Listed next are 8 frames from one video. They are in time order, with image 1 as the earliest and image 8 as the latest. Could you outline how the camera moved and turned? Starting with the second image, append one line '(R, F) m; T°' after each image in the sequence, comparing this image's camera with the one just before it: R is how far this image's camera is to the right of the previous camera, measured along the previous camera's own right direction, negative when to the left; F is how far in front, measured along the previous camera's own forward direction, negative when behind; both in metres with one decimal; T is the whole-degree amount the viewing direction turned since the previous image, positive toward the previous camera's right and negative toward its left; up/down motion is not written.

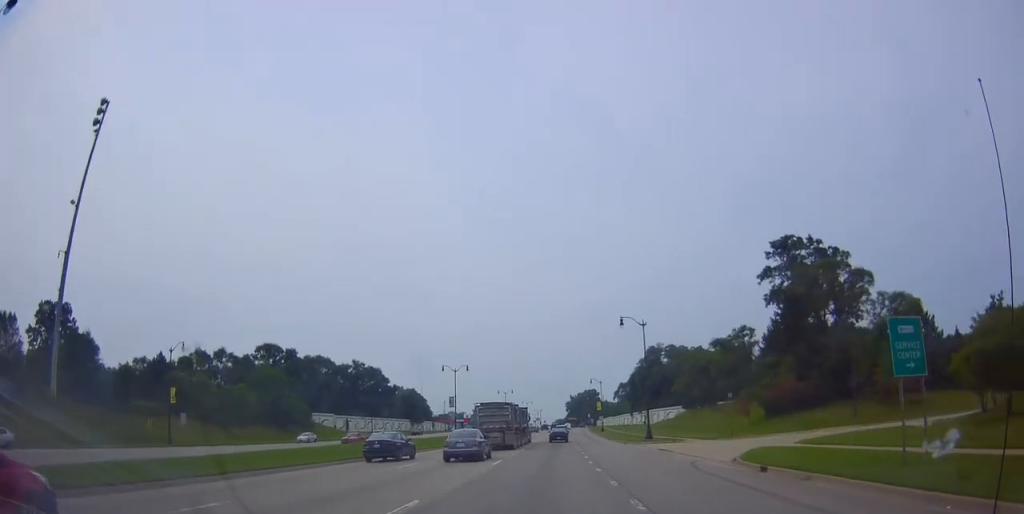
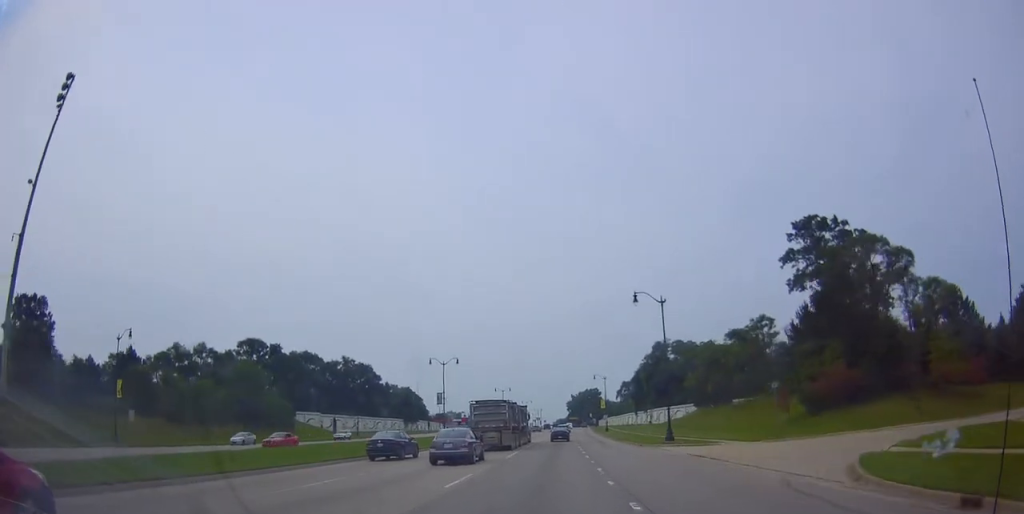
(-0.2, +9.2) m; 0°
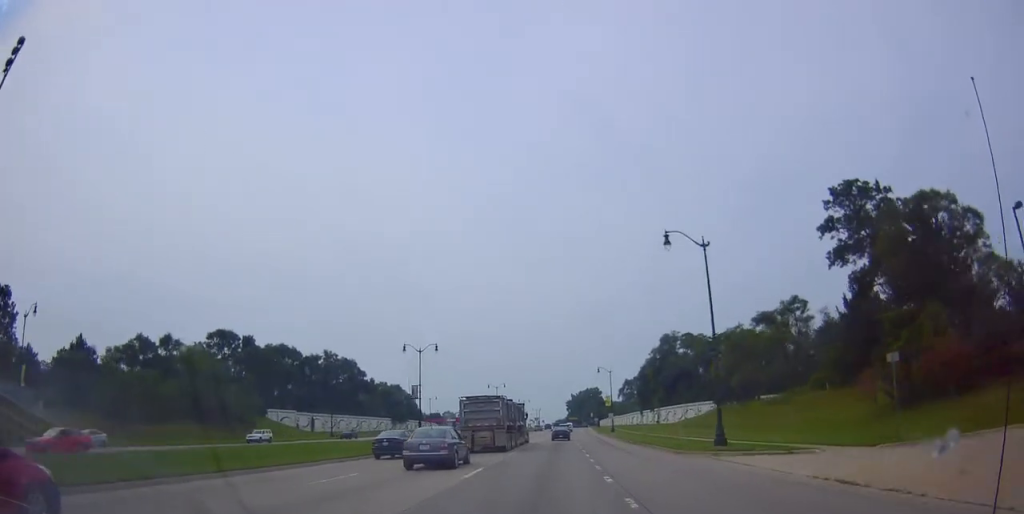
(-0.5, +13.1) m; 0°
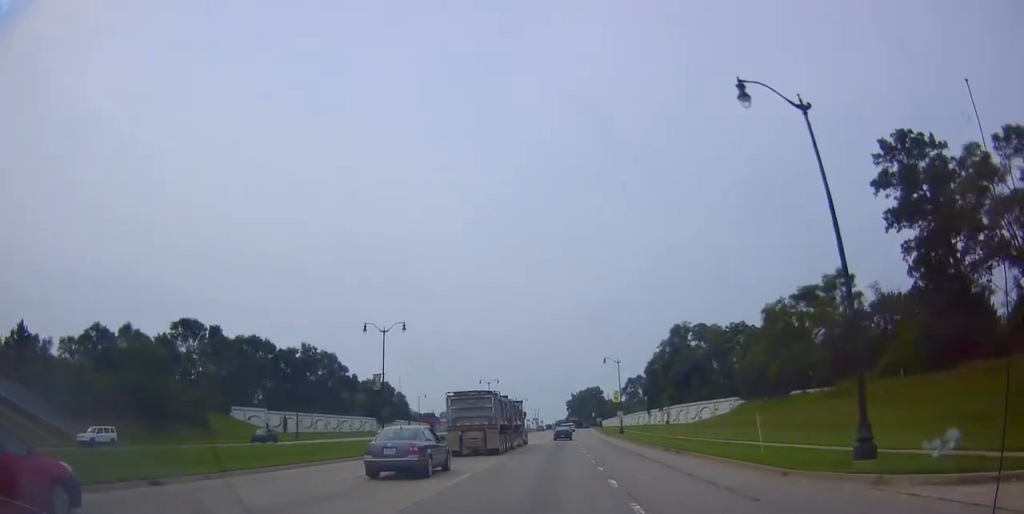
(+0.6, +14.0) m; +1°
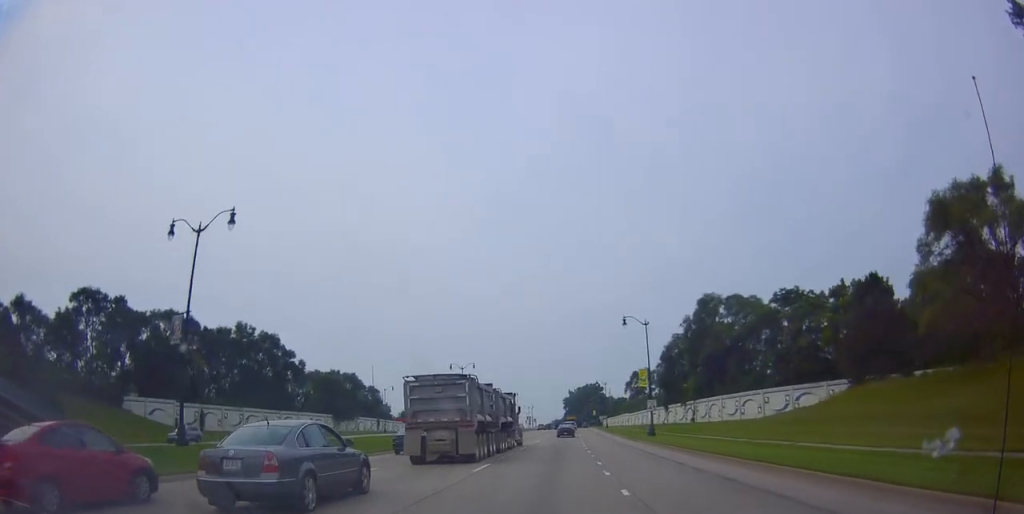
(0.0, +30.2) m; +1°
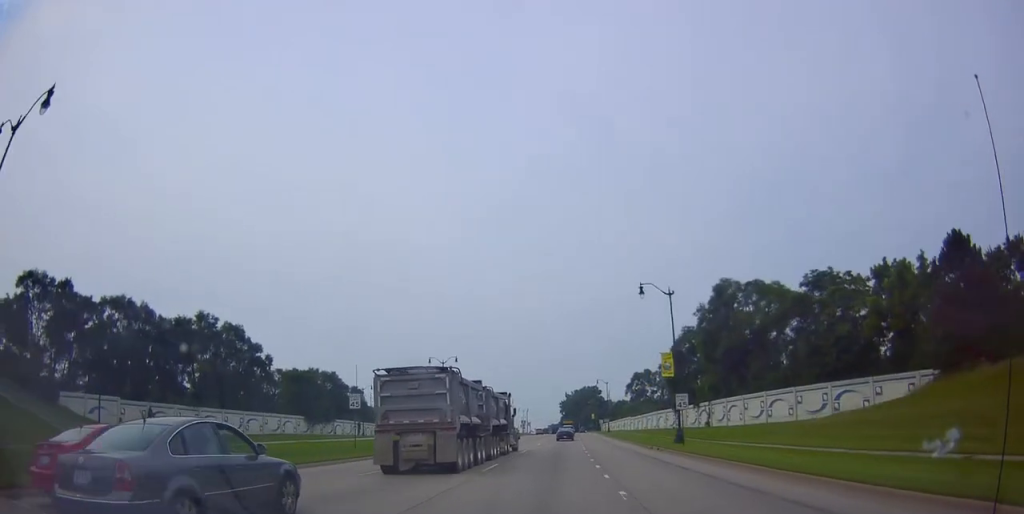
(+0.2, +13.3) m; +1°
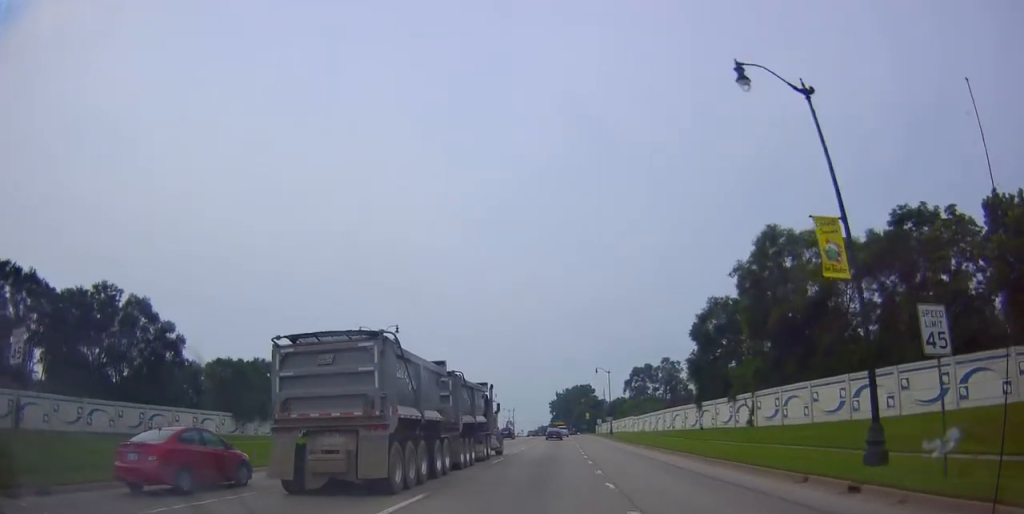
(+0.1, +25.8) m; 0°
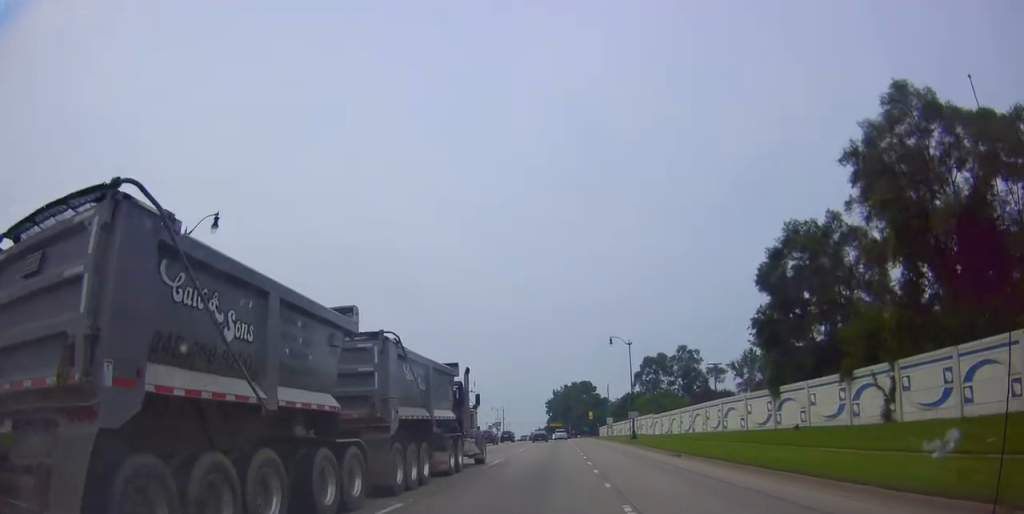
(+0.5, +31.6) m; +1°
